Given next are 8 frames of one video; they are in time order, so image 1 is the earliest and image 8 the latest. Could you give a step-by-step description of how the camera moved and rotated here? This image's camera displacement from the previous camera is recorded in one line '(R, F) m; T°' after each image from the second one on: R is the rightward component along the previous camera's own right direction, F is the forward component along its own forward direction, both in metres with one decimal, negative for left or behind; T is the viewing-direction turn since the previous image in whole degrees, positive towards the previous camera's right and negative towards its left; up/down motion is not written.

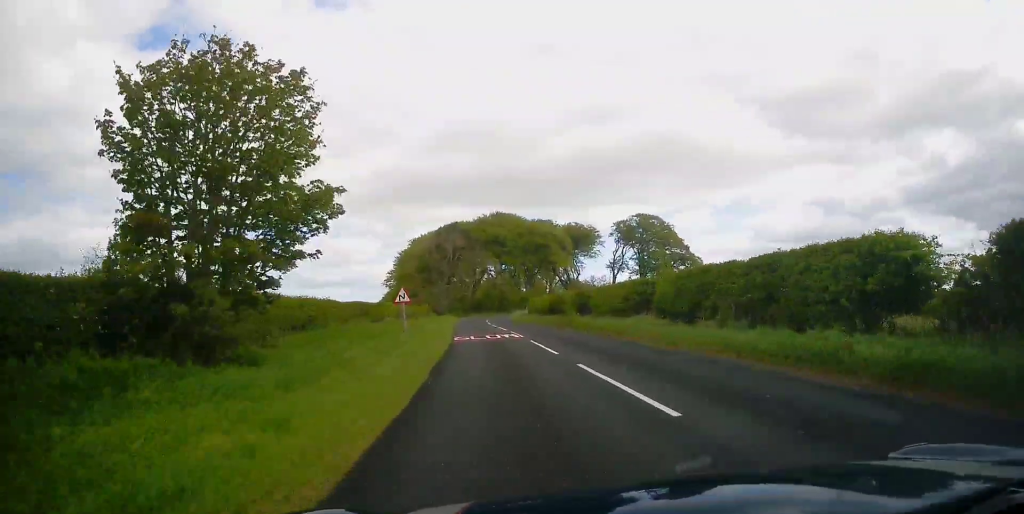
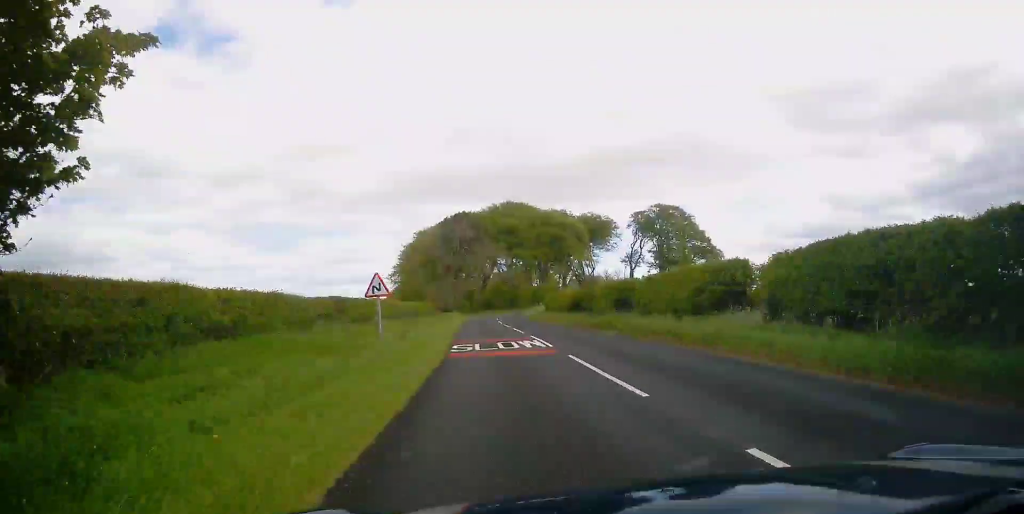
(0.0, +7.8) m; -1°
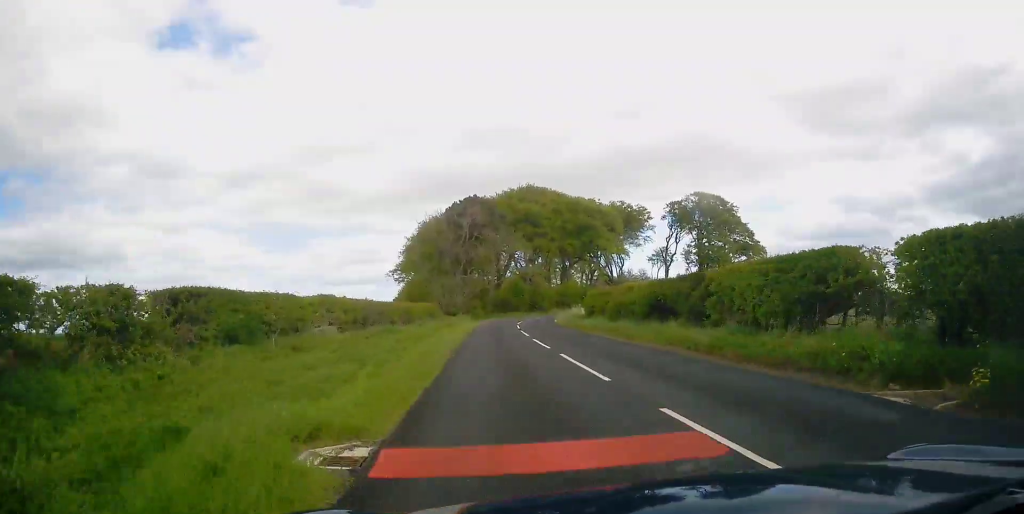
(-0.6, +15.8) m; -4°
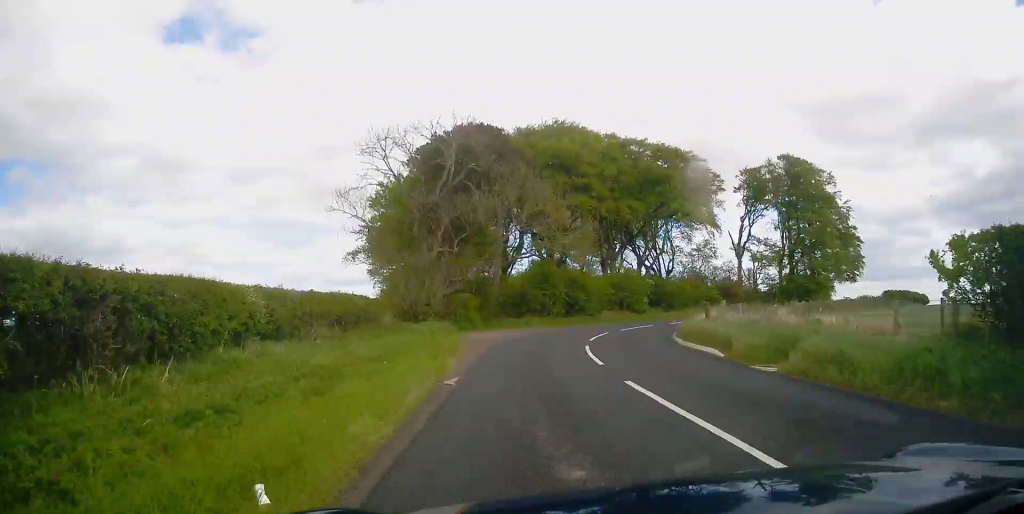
(-0.9, +34.5) m; -1°
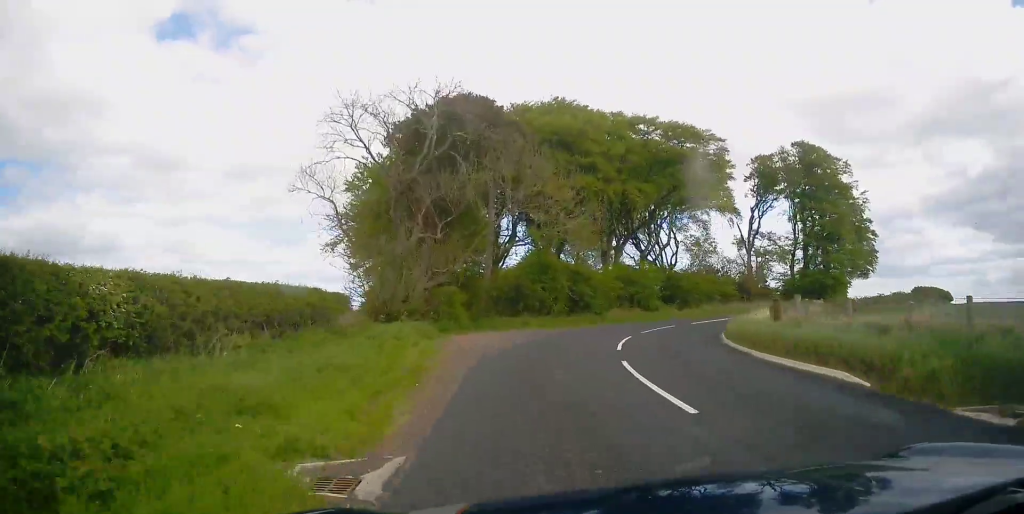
(0.0, +6.4) m; 0°
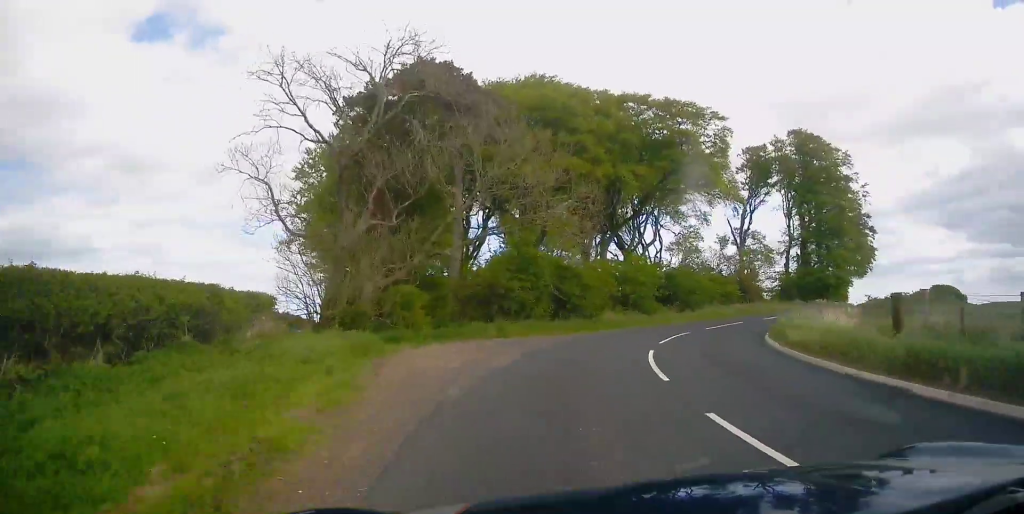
(0.0, +6.6) m; +1°
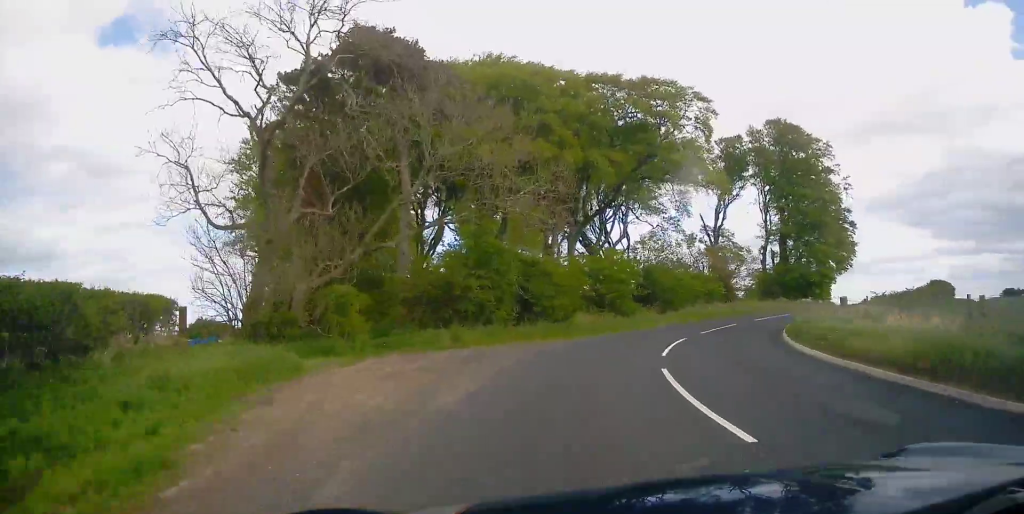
(-0.1, +4.6) m; +2°
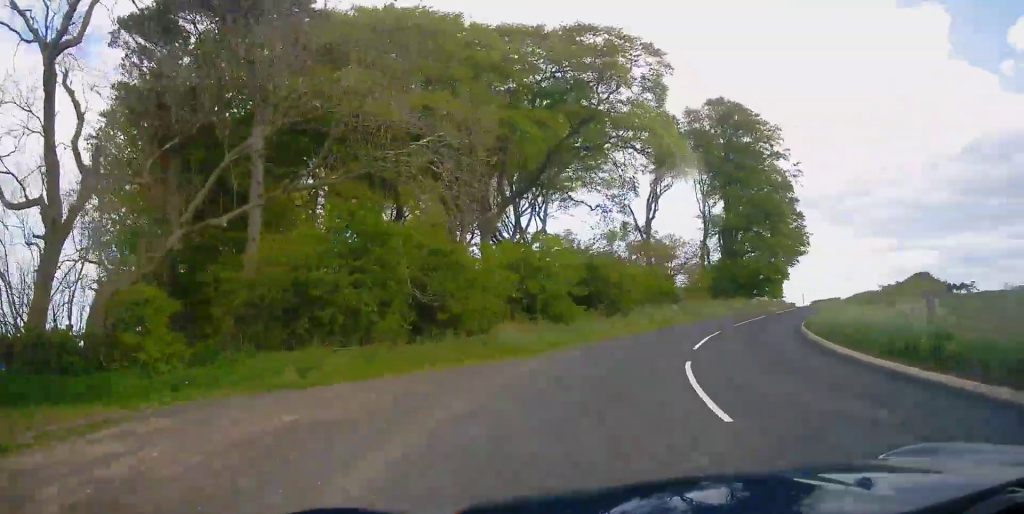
(+0.3, +8.2) m; +6°
